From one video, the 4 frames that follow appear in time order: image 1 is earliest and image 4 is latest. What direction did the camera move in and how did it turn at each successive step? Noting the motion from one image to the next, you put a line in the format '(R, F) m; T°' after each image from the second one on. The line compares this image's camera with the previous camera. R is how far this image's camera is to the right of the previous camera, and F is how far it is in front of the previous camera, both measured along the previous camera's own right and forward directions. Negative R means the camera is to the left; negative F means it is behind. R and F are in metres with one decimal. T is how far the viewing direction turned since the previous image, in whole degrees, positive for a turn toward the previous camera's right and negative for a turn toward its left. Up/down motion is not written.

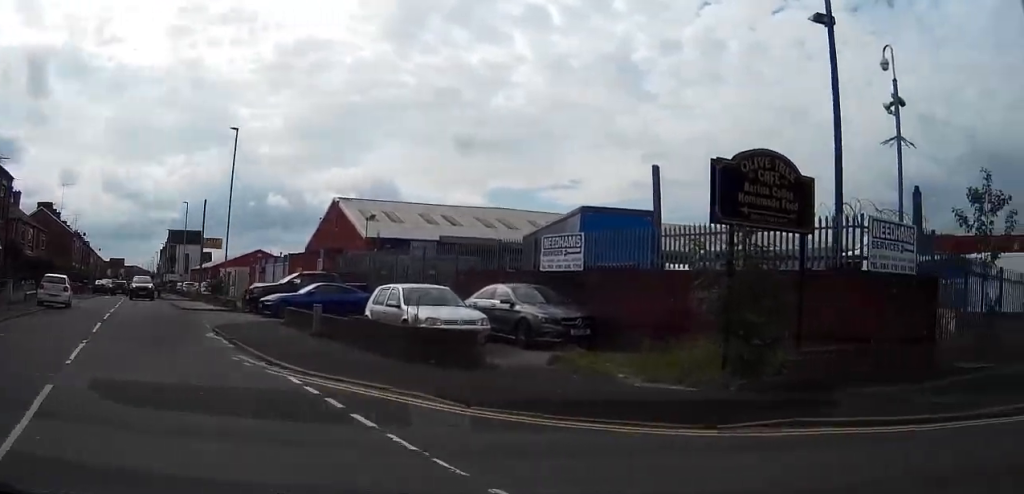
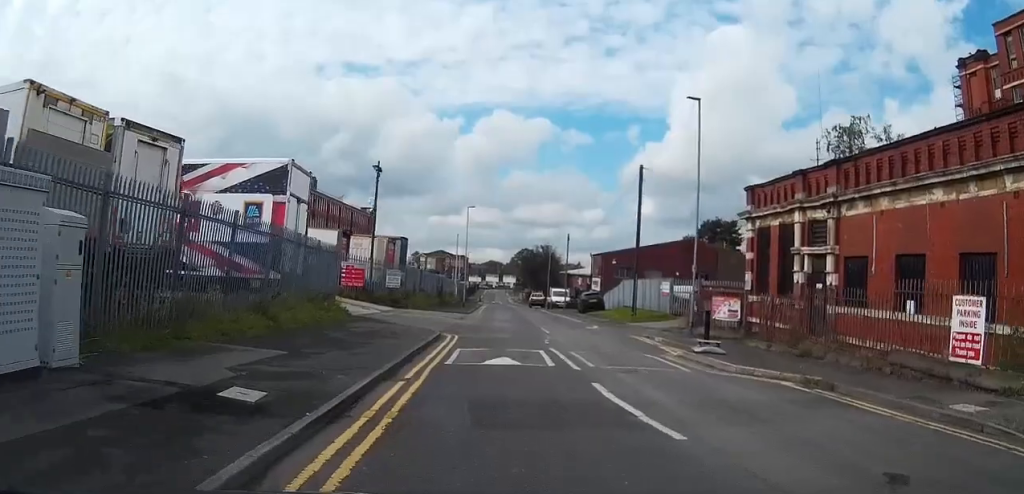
(+11.0, +18.7) m; +36°
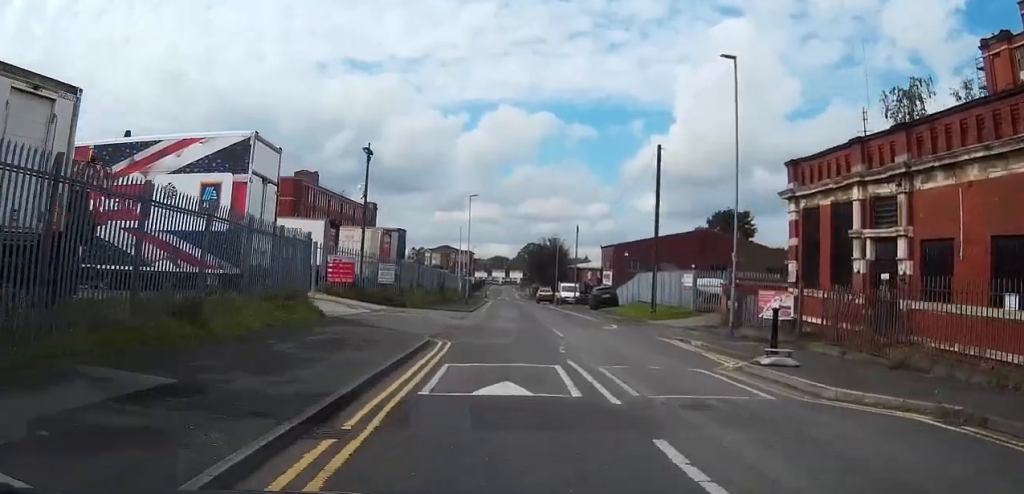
(+0.4, +4.4) m; +5°
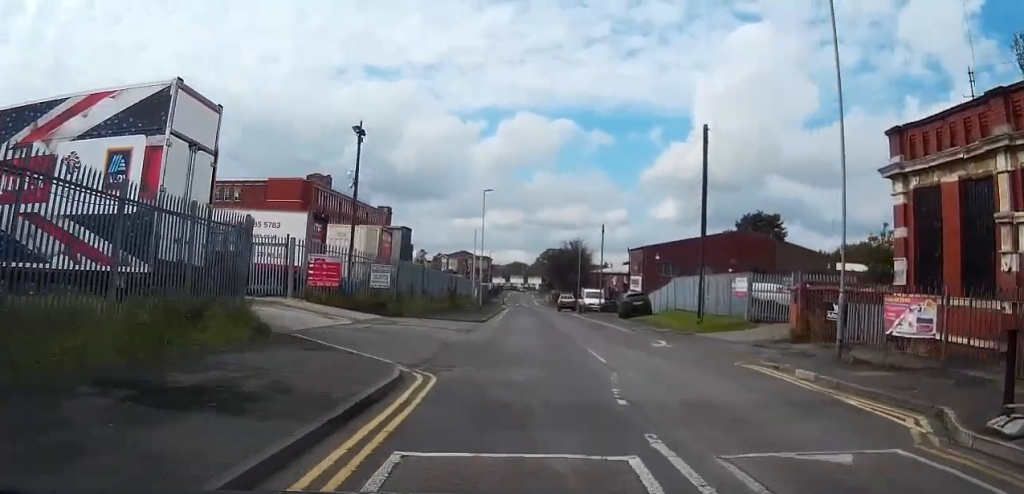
(+0.5, +6.6) m; +6°
